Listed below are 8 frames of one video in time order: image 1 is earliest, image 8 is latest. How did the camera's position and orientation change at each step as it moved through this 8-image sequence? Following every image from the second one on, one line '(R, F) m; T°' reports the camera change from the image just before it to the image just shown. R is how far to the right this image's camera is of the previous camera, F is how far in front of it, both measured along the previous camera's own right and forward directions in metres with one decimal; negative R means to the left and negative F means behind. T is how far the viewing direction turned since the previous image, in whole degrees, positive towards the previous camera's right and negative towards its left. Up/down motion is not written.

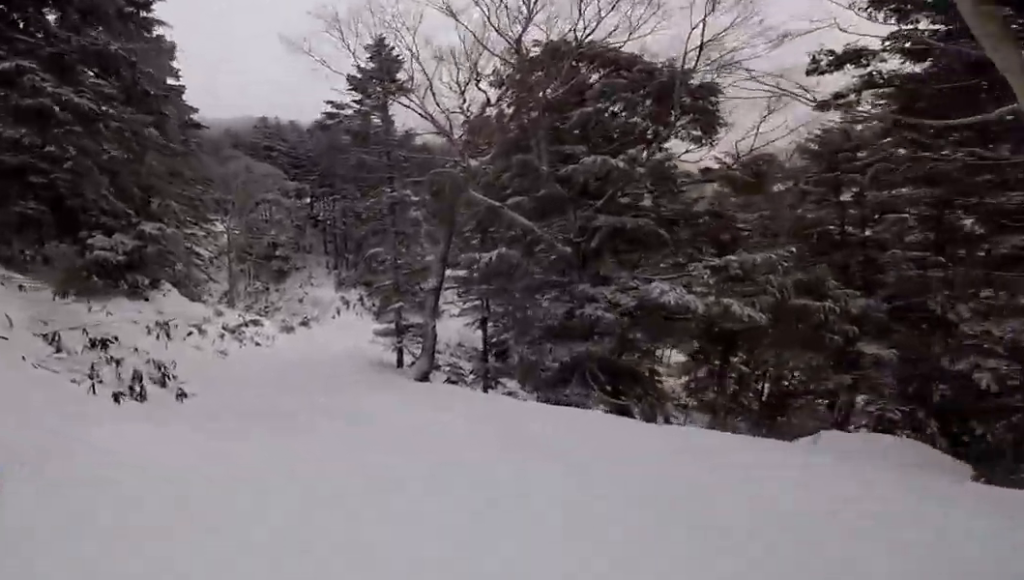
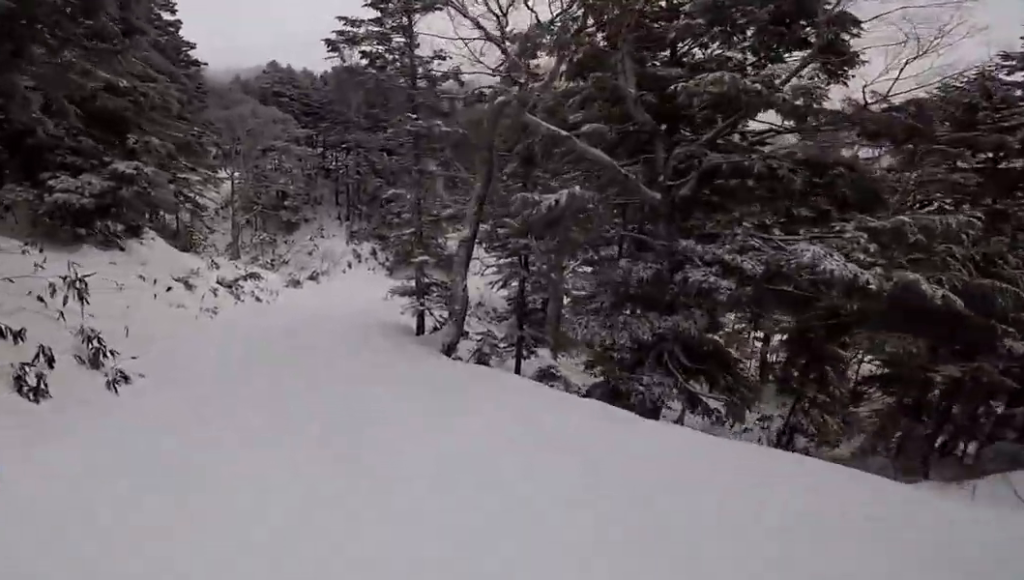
(0.0, +3.0) m; 0°
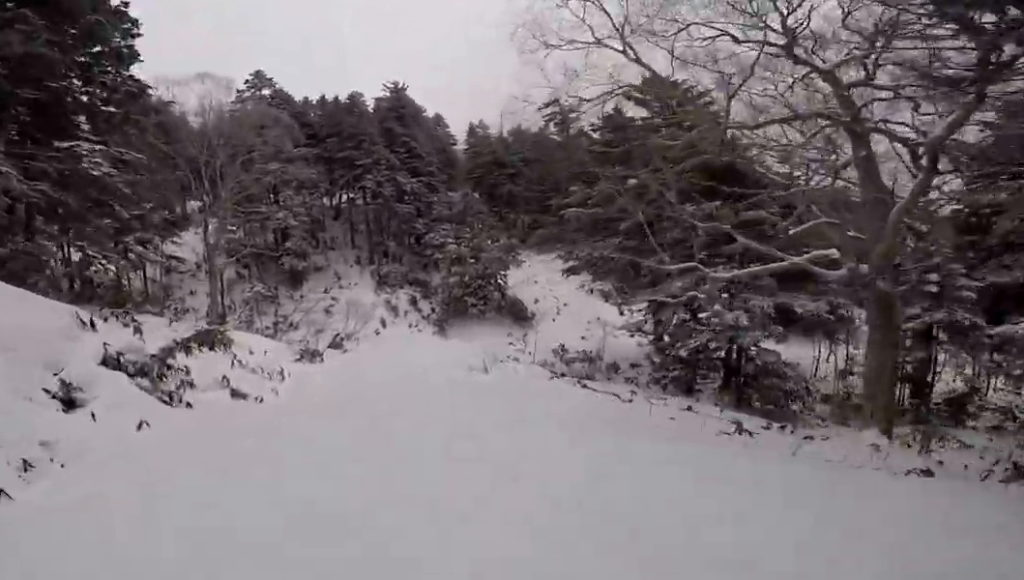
(+0.8, +13.5) m; +15°
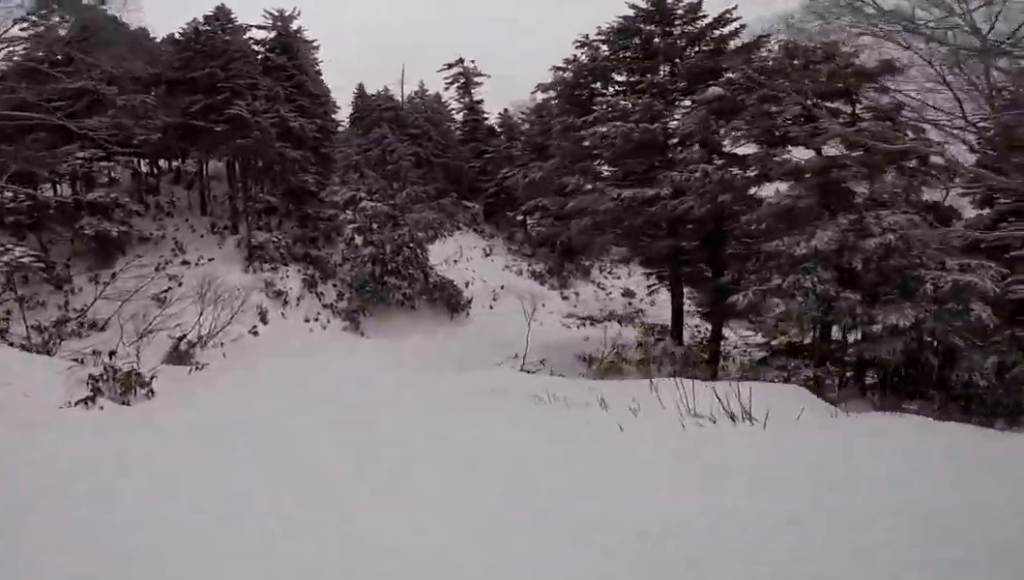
(+2.4, +10.4) m; +29°
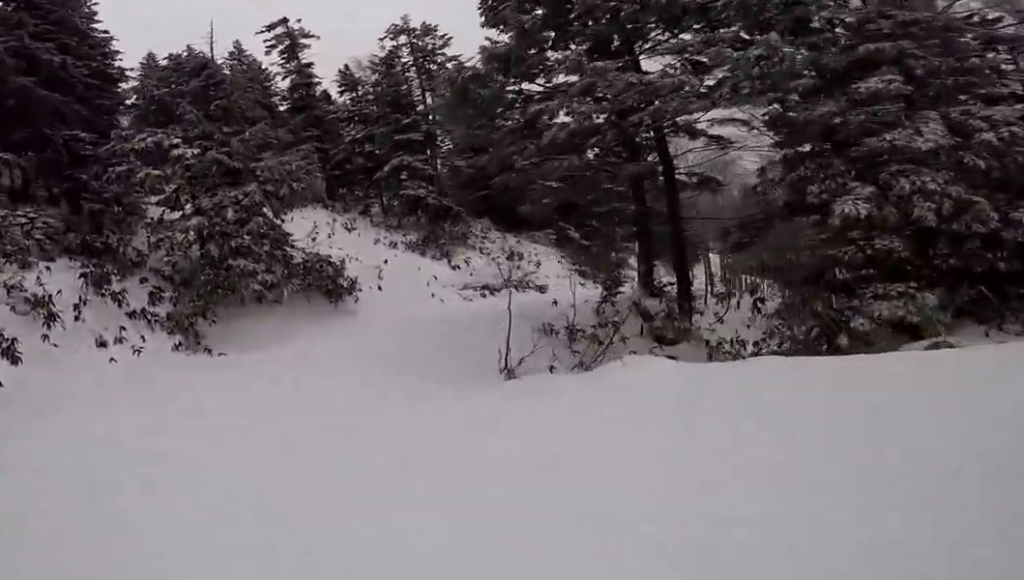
(+1.4, +6.4) m; +26°
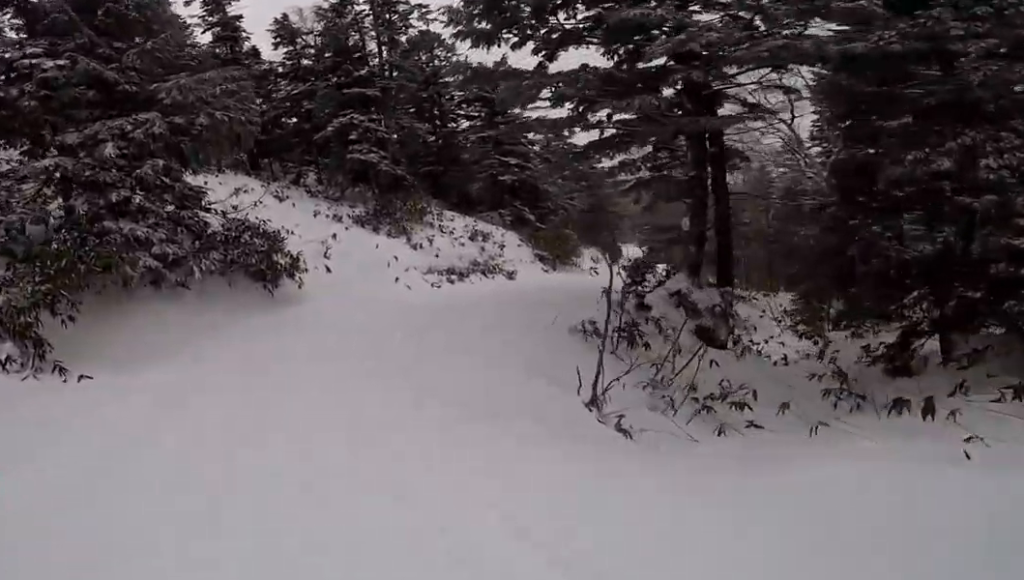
(+0.9, +4.4) m; +14°
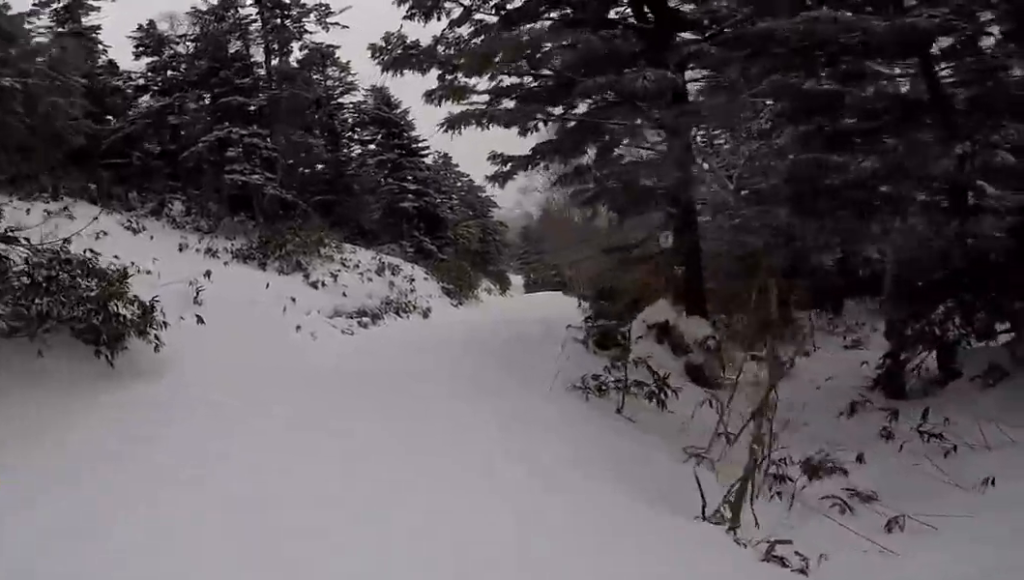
(+0.2, +3.7) m; +3°
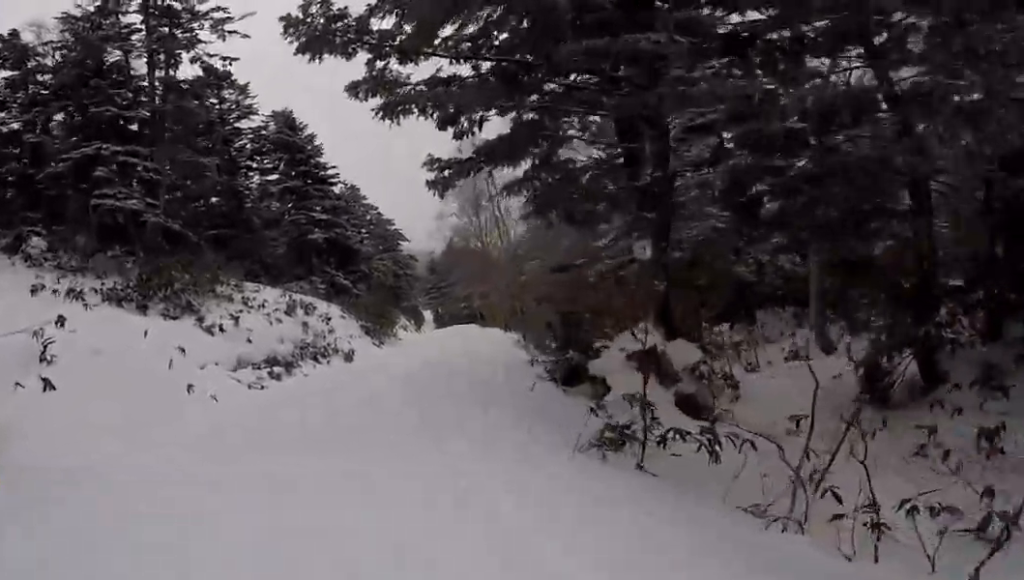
(0.0, +2.5) m; +3°
